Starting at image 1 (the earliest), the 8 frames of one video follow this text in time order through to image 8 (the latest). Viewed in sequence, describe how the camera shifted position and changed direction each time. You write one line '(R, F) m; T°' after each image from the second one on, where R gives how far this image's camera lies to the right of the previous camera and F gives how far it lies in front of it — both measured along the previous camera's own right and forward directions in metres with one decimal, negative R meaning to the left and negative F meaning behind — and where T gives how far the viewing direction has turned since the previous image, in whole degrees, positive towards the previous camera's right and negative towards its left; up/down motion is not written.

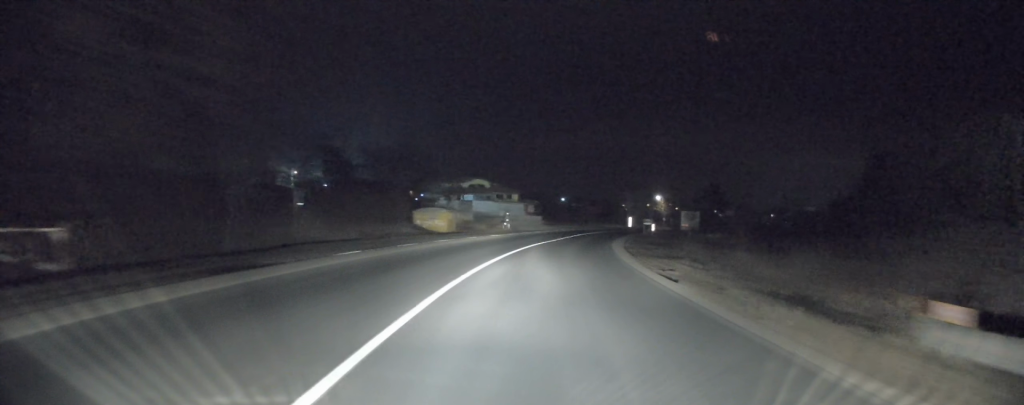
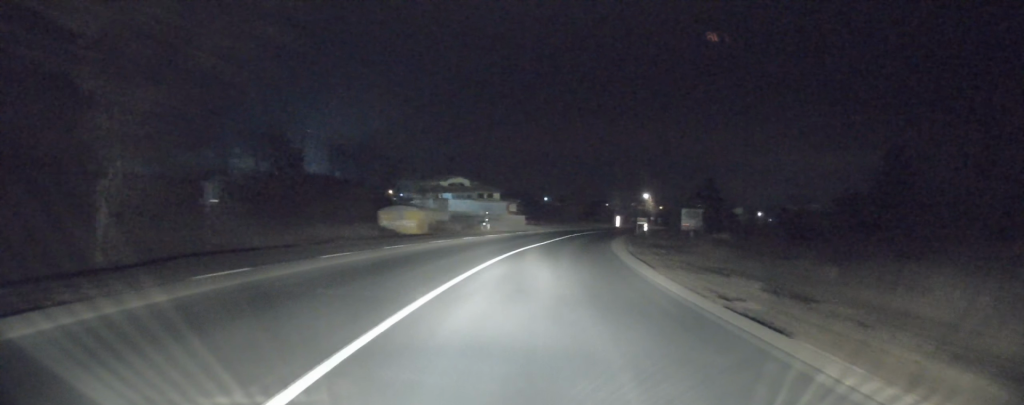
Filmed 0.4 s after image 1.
(+0.2, +6.9) m; +2°
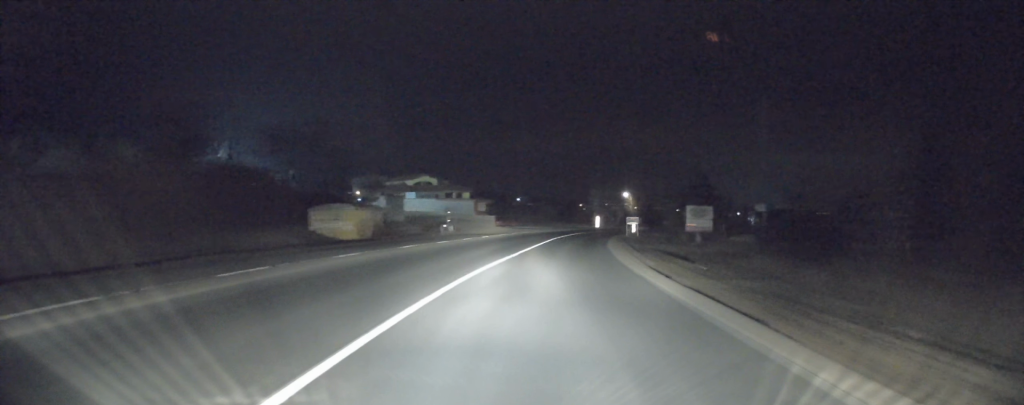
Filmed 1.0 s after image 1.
(0.0, +10.4) m; +3°
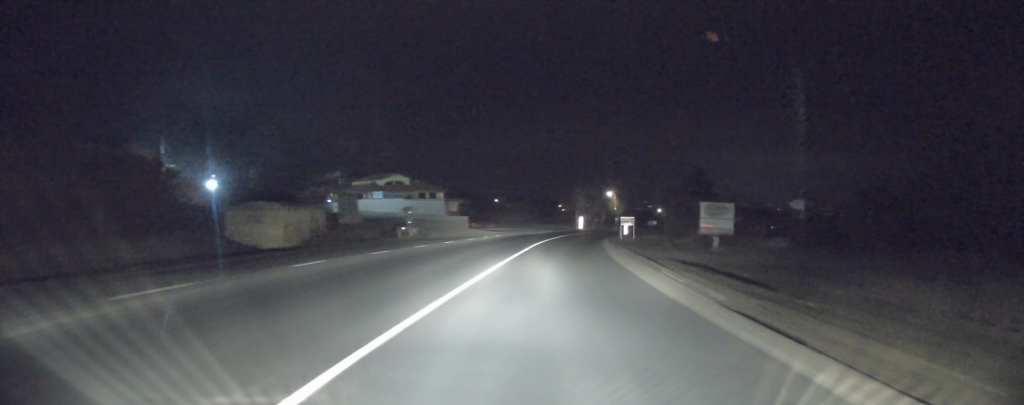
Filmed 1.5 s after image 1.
(+0.4, +8.8) m; +2°
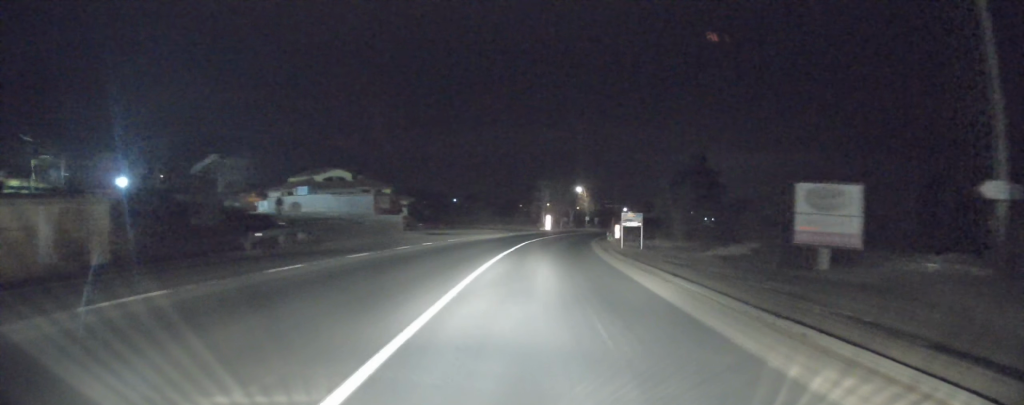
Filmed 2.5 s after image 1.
(+0.5, +17.7) m; +3°
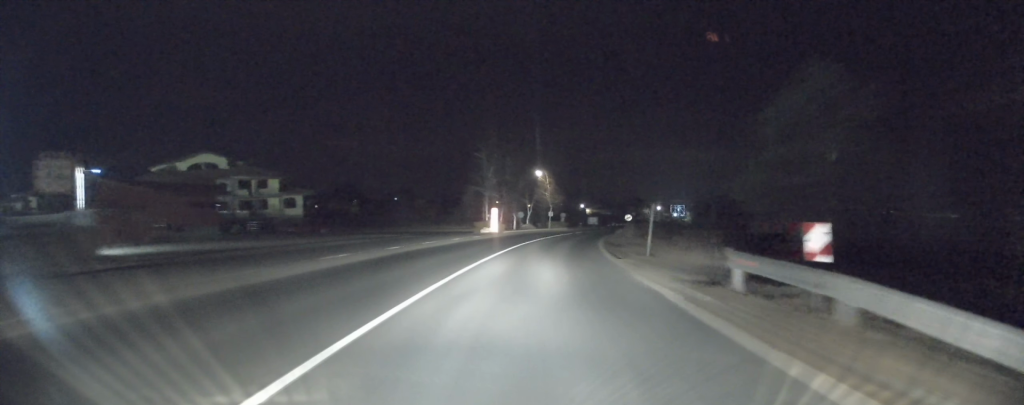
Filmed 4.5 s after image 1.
(+2.4, +36.1) m; +7°
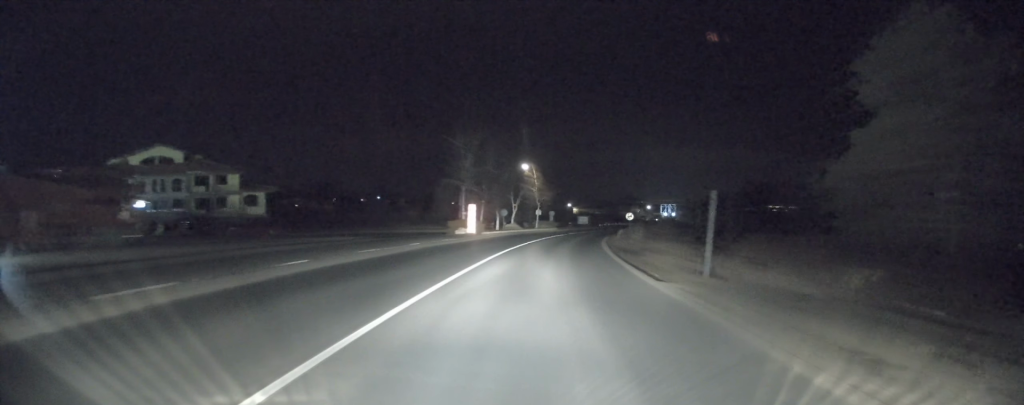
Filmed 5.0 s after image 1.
(+0.1, +9.1) m; +1°
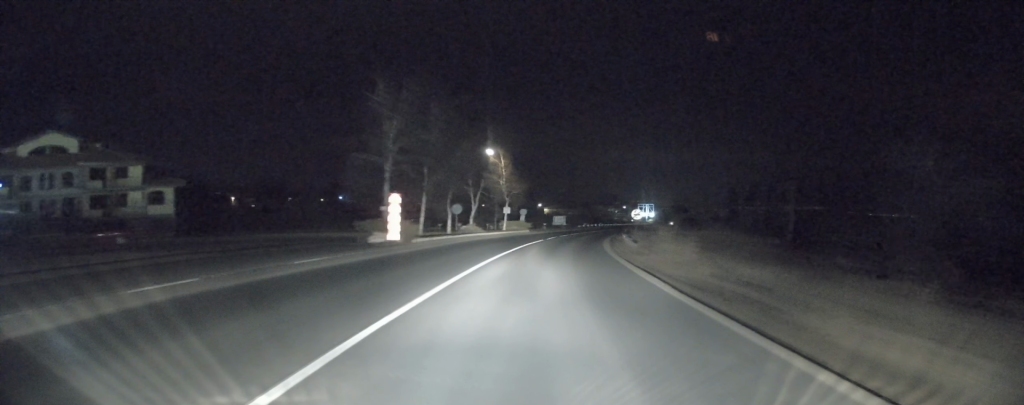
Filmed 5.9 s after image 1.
(+0.1, +17.1) m; +1°
